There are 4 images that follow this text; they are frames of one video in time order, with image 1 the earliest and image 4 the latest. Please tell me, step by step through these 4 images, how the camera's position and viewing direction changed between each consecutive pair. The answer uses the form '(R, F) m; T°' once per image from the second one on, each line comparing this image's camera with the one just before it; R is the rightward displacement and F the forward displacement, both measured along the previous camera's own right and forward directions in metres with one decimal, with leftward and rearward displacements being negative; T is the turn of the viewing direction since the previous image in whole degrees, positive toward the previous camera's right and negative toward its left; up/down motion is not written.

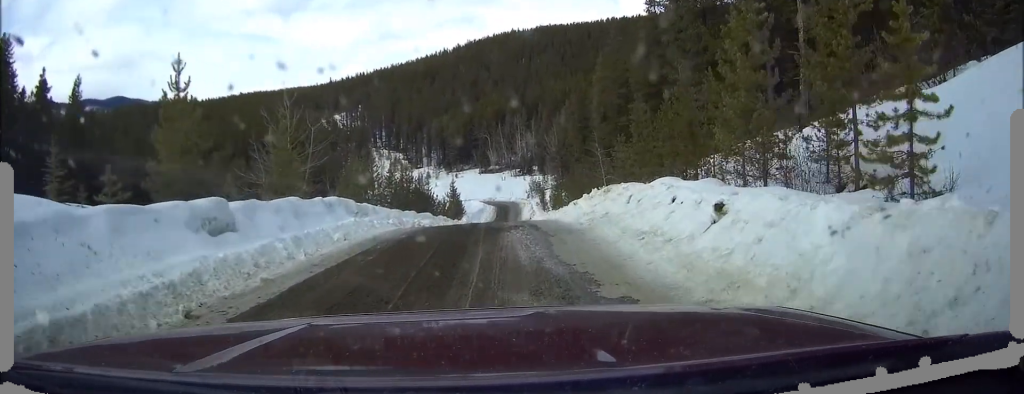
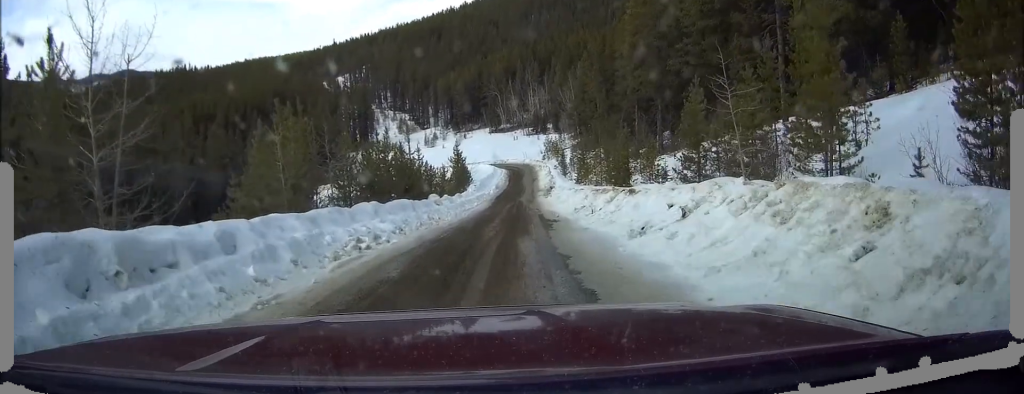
(+0.4, +12.9) m; +2°
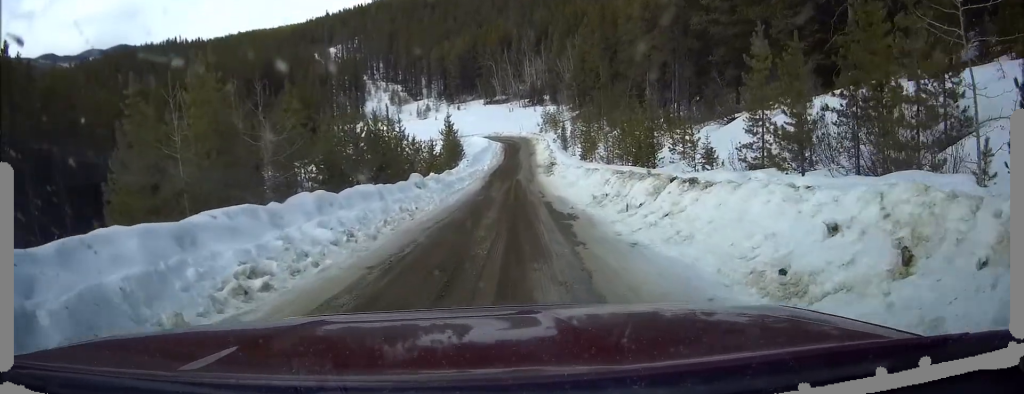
(+0.6, +6.6) m; +5°
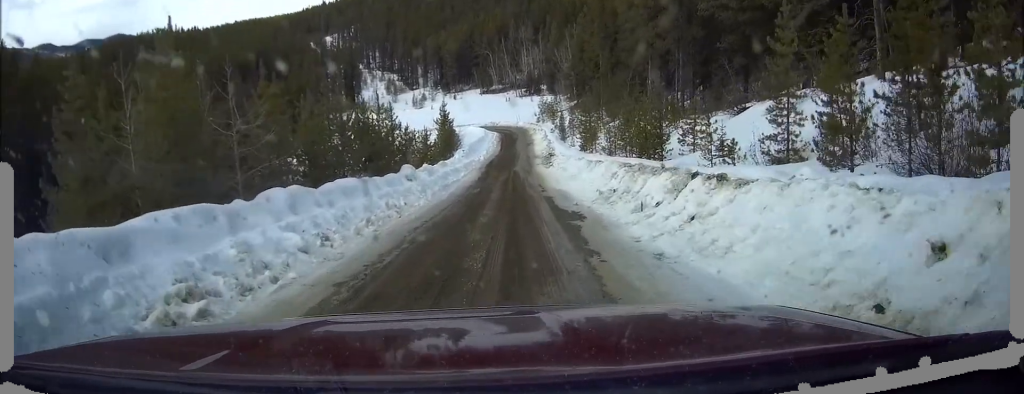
(0.0, +2.0) m; -1°
